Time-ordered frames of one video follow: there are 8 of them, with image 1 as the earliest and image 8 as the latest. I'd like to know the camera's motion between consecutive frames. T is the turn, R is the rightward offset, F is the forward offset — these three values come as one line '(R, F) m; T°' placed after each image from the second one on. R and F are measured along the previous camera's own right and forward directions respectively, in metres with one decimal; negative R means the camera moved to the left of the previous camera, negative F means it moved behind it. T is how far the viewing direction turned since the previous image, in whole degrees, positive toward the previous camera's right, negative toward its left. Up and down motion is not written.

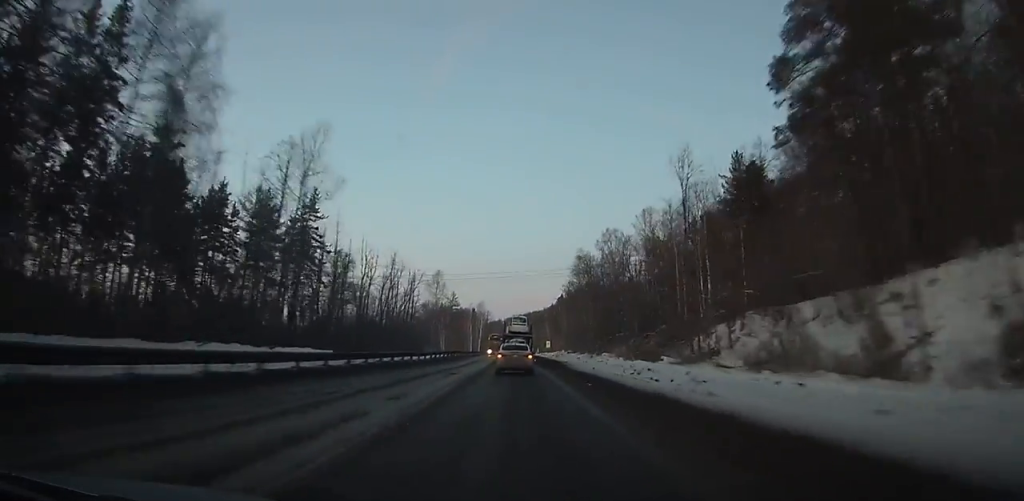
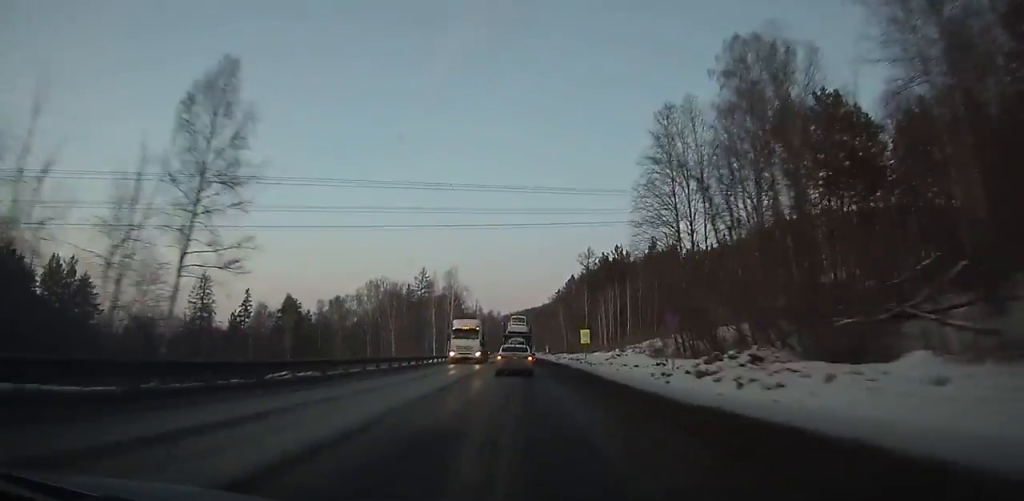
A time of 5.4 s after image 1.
(+0.3, +77.8) m; 0°
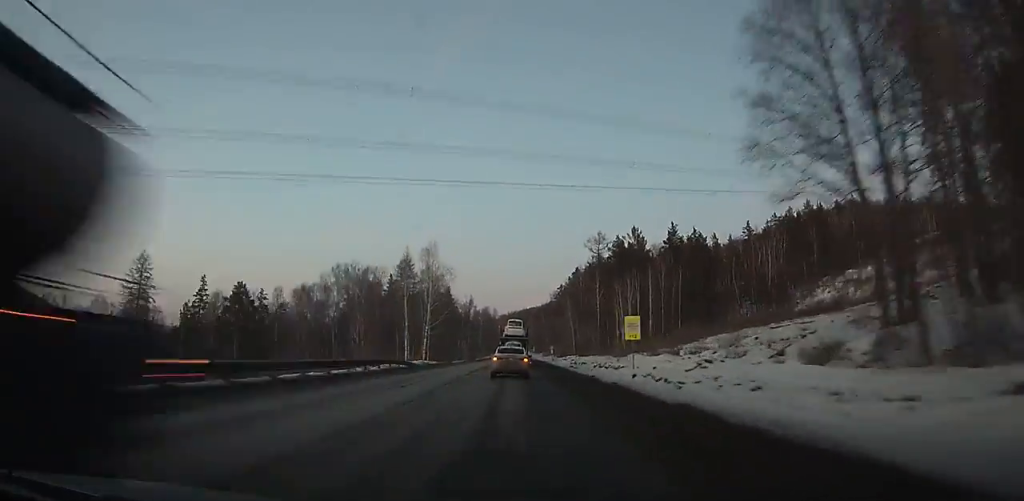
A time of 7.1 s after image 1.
(0.0, +23.8) m; 0°
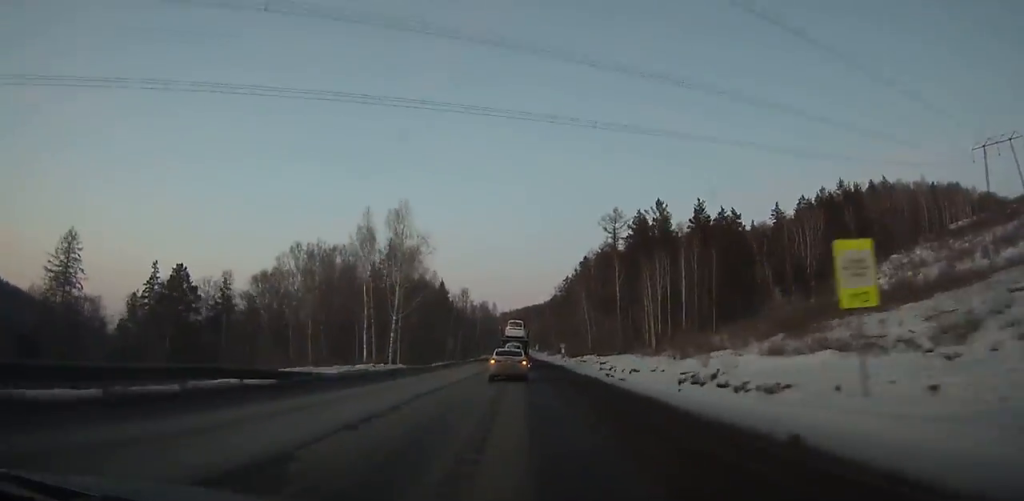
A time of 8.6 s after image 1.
(0.0, +20.9) m; 0°
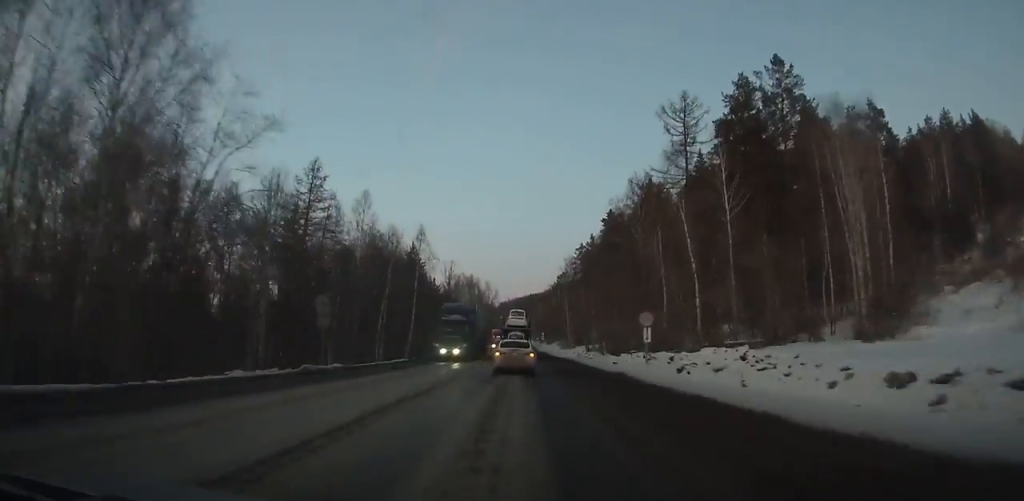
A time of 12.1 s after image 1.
(-0.2, +48.4) m; 0°
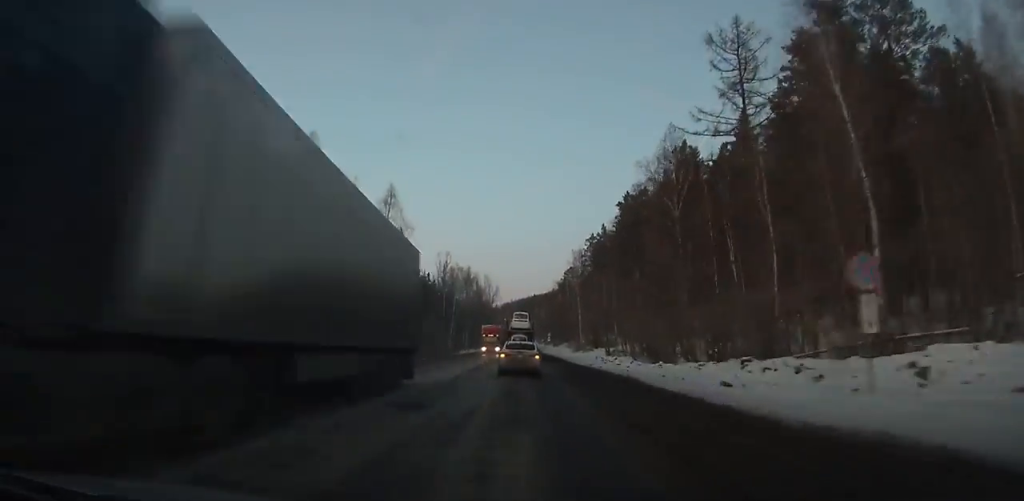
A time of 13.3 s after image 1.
(0.0, +17.4) m; 0°
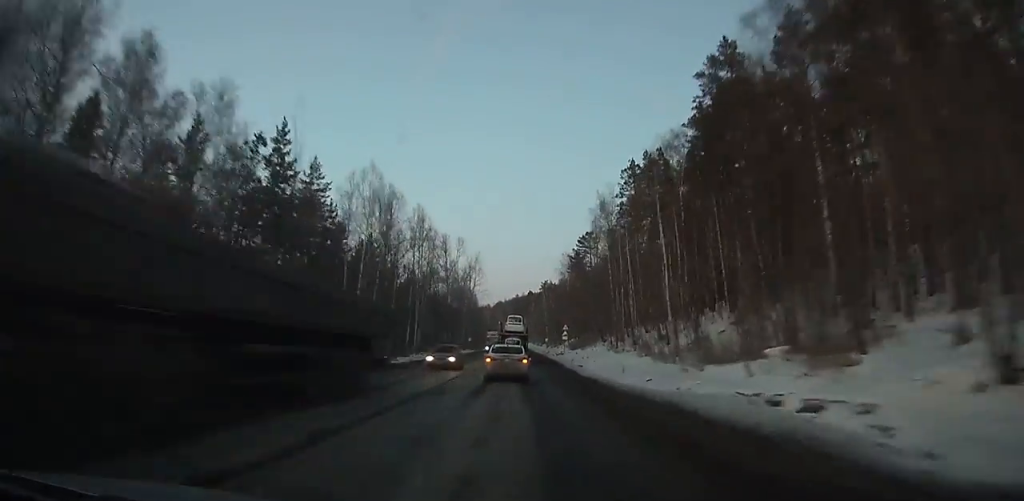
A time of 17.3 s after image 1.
(+0.3, +59.9) m; +1°
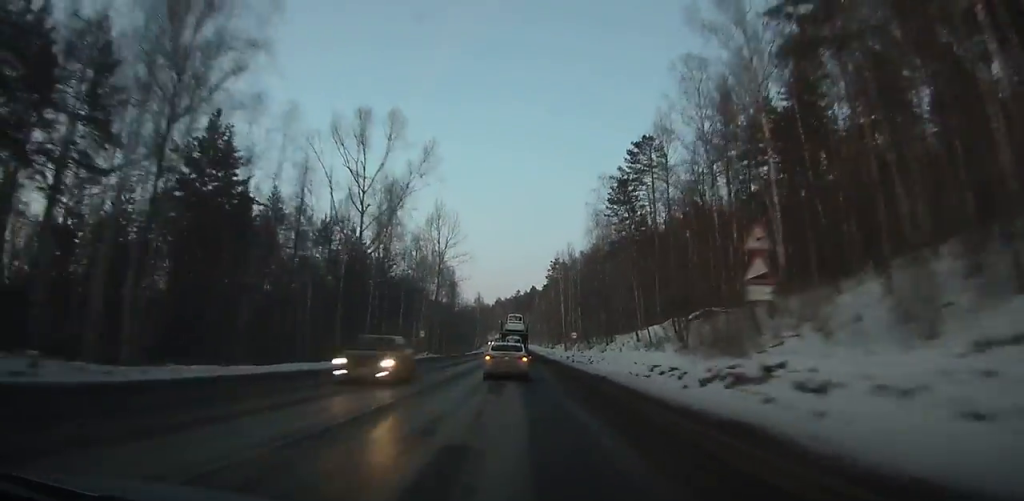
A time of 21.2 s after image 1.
(+0.6, +60.4) m; 0°
